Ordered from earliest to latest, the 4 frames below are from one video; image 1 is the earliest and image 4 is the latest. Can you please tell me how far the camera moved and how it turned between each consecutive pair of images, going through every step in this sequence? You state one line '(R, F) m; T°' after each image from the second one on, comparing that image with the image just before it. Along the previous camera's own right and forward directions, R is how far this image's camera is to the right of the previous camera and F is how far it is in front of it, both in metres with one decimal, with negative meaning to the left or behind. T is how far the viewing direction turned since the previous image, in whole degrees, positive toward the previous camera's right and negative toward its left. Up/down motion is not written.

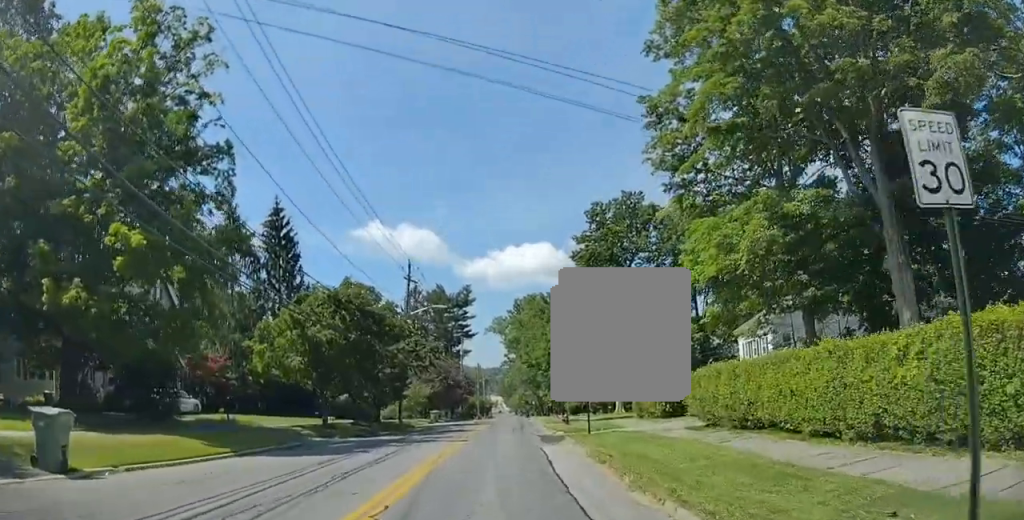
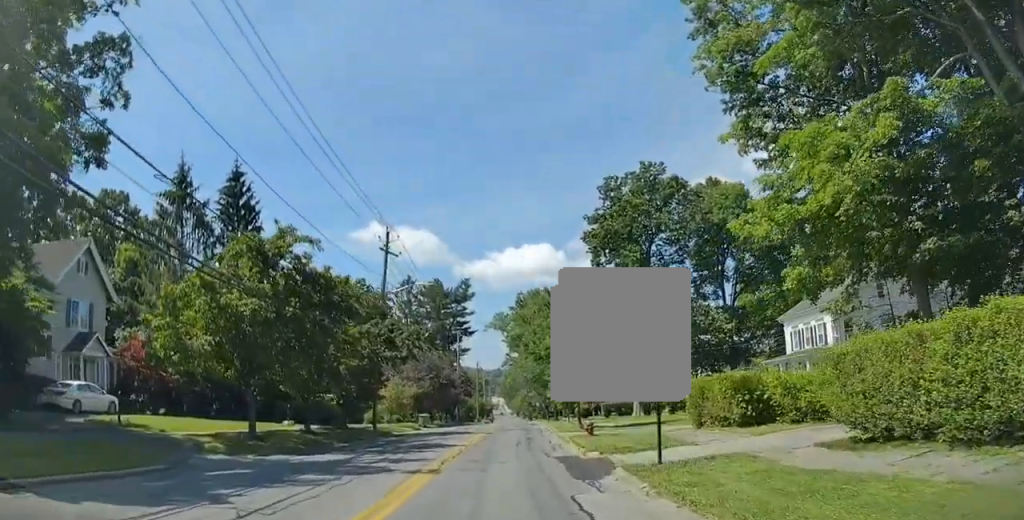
(-0.1, +9.5) m; +1°
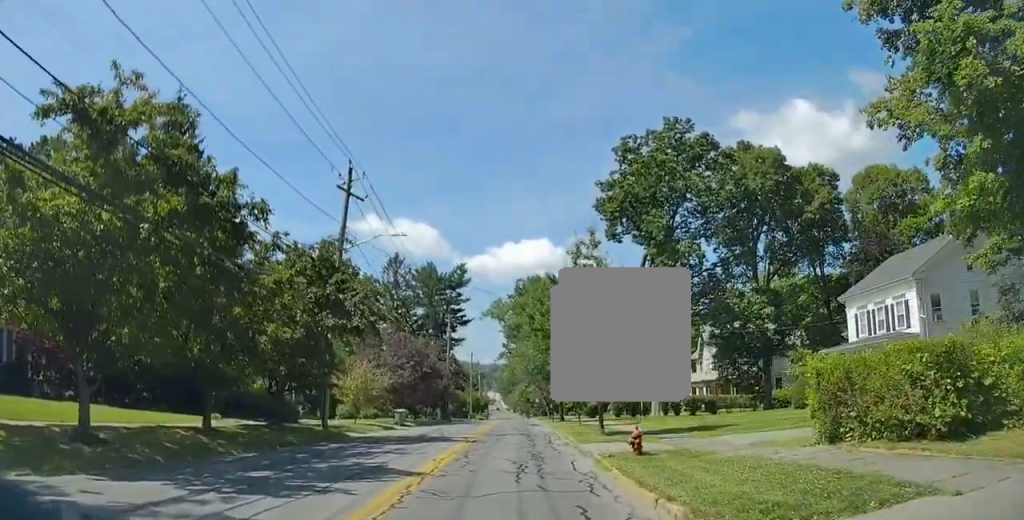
(+0.2, +9.7) m; +2°
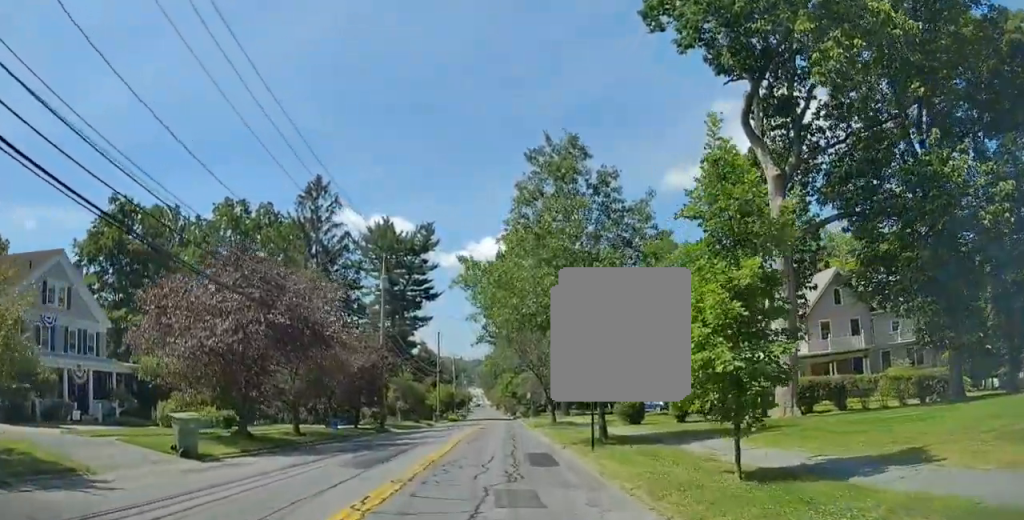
(-0.6, +29.1) m; -1°
